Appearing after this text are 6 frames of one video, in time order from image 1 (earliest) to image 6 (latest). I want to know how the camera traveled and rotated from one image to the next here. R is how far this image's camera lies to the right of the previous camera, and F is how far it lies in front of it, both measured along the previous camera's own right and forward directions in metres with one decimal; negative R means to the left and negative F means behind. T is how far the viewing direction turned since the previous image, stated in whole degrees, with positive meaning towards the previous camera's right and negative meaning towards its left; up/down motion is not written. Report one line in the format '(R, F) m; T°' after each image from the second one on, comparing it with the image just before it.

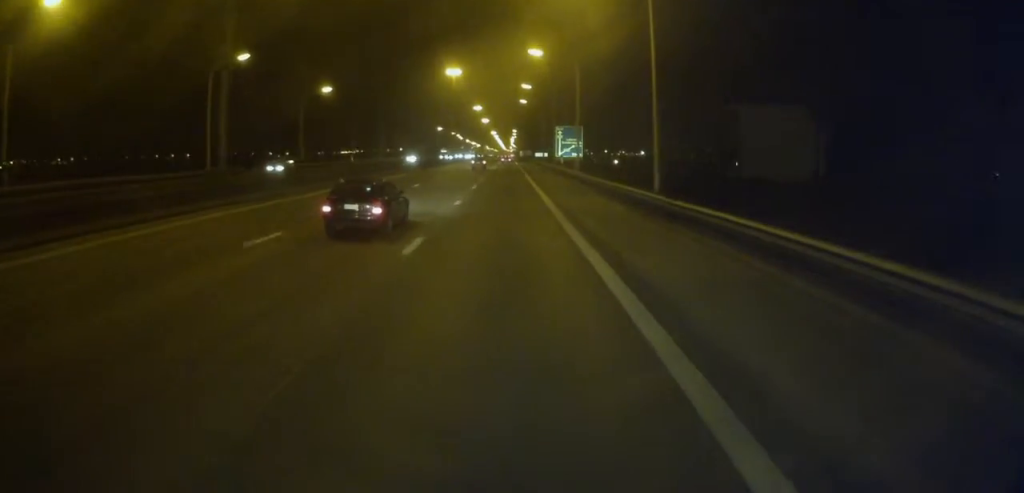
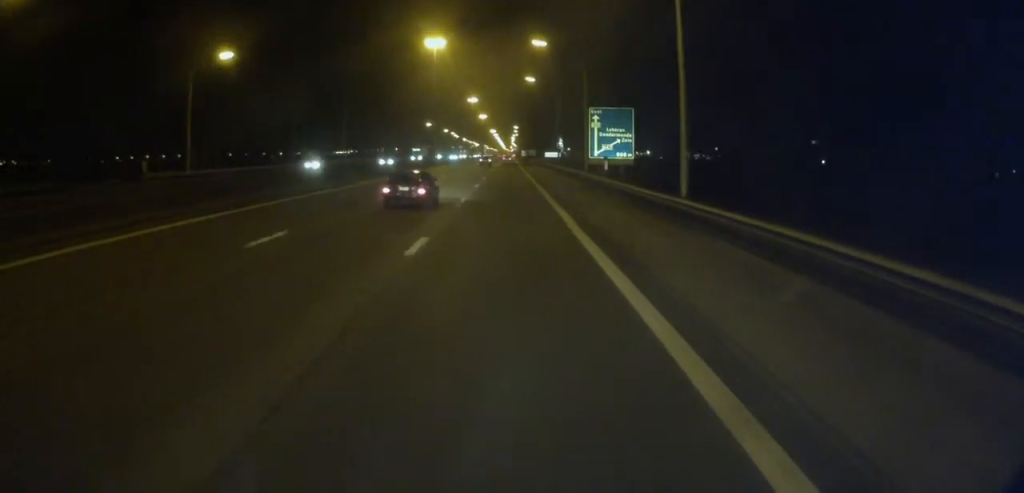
(-0.2, +39.5) m; 0°
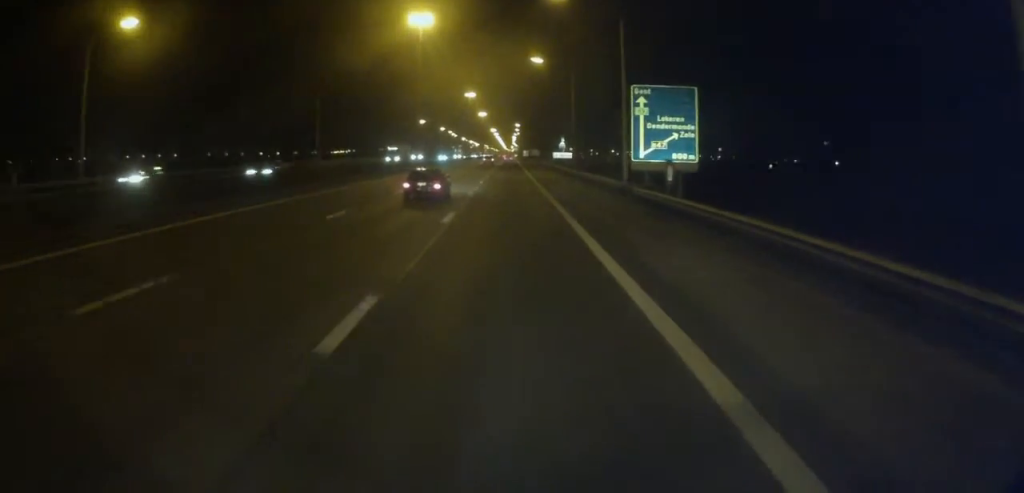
(+0.2, +20.3) m; 0°
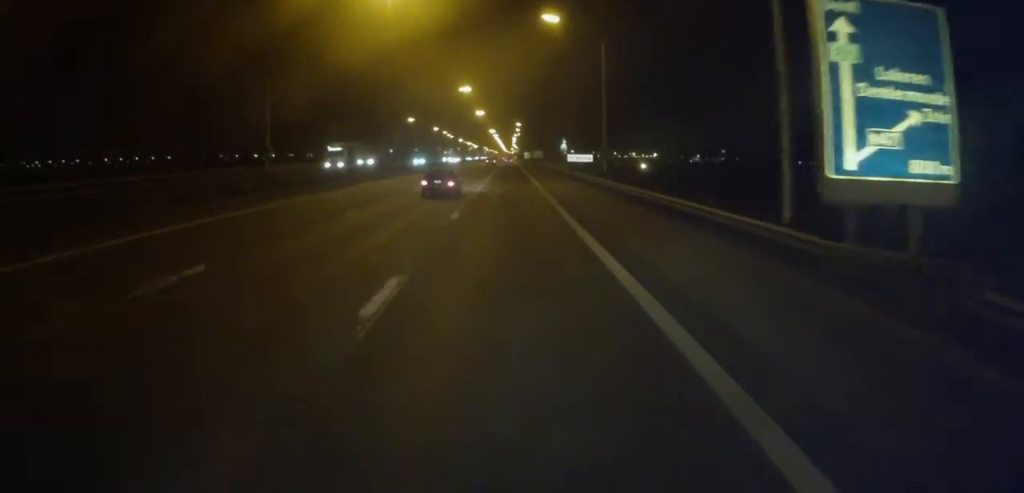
(0.0, +21.7) m; 0°
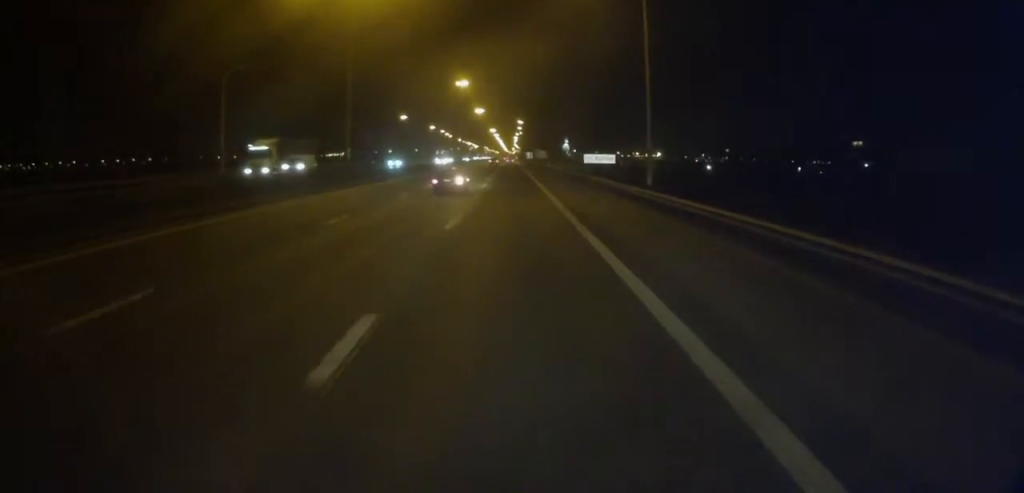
(0.0, +13.7) m; 0°
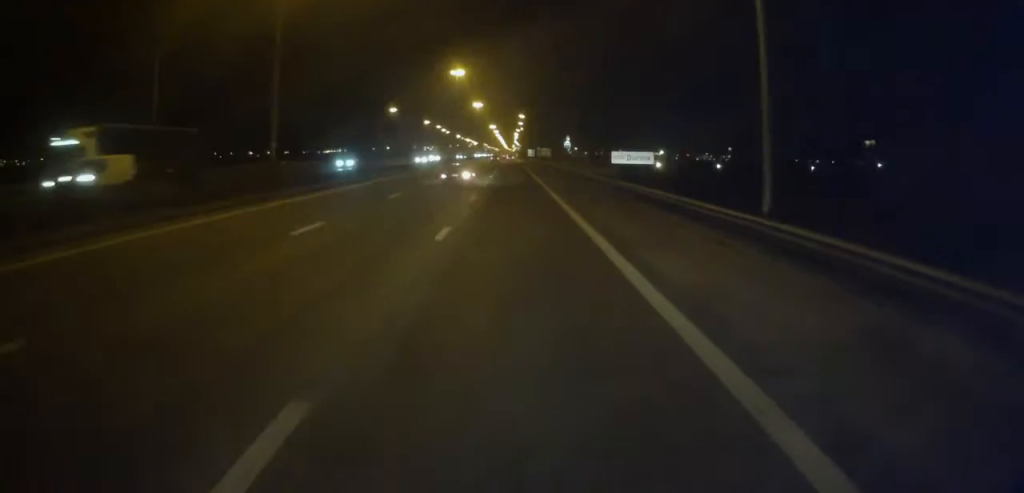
(0.0, +14.7) m; 0°
